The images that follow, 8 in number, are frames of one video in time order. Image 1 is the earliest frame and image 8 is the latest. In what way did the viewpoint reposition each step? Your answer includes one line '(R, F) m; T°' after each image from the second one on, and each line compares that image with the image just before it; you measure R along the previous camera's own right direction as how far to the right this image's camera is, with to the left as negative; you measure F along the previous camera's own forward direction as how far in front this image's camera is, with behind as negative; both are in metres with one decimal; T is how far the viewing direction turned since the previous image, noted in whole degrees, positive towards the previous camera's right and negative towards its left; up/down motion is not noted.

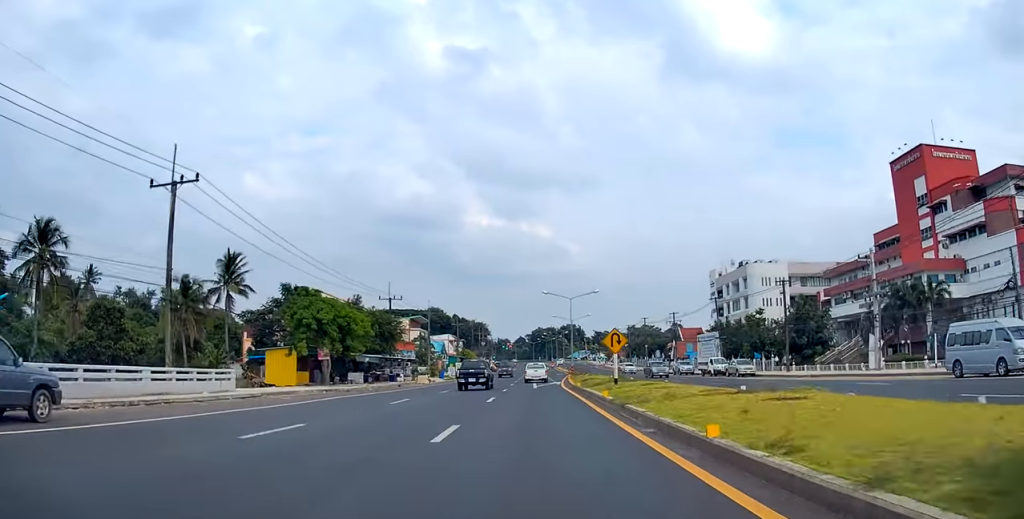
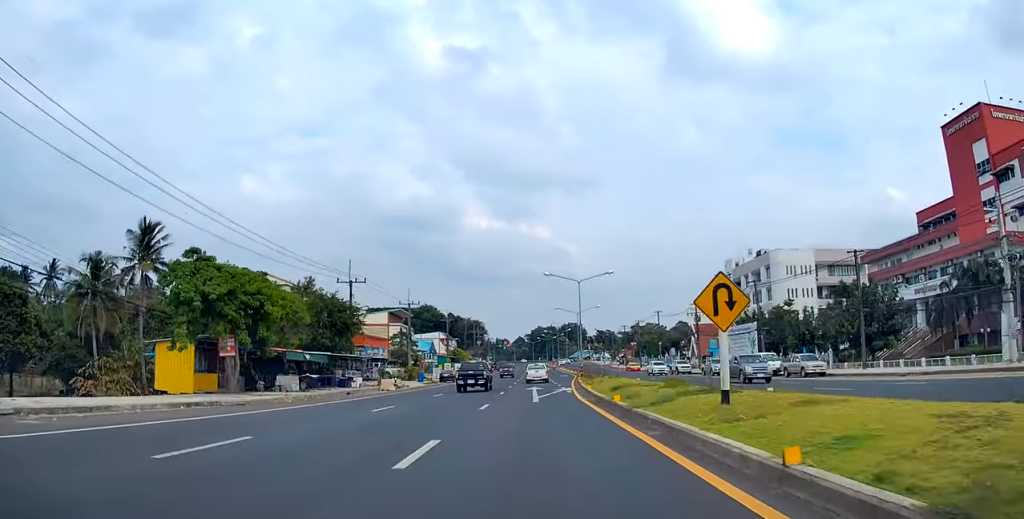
(0.0, +14.7) m; 0°
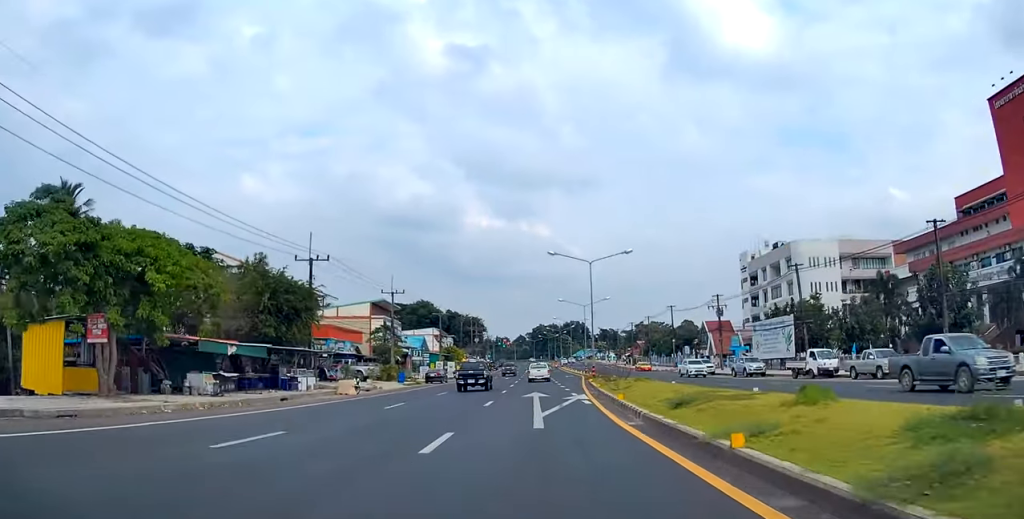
(0.0, +10.5) m; 0°
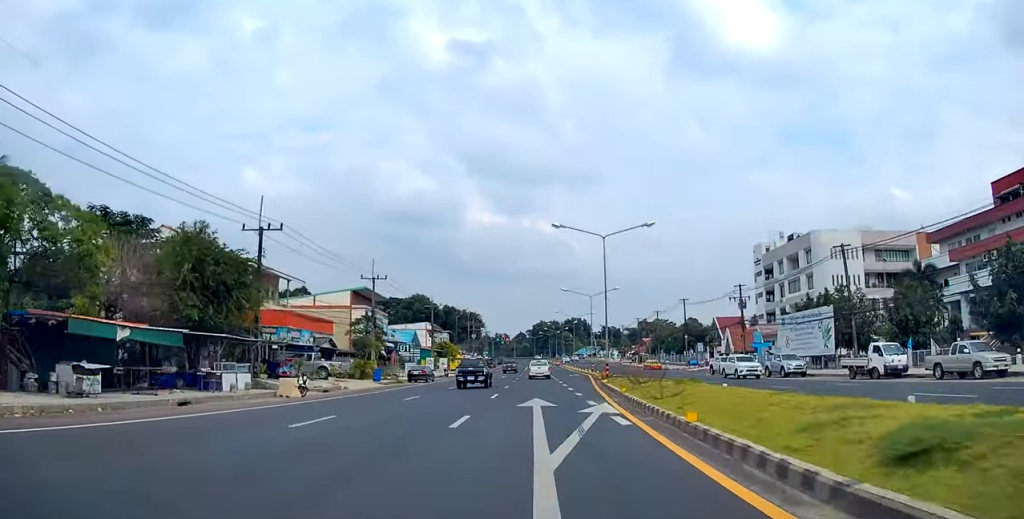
(0.0, +8.3) m; 0°
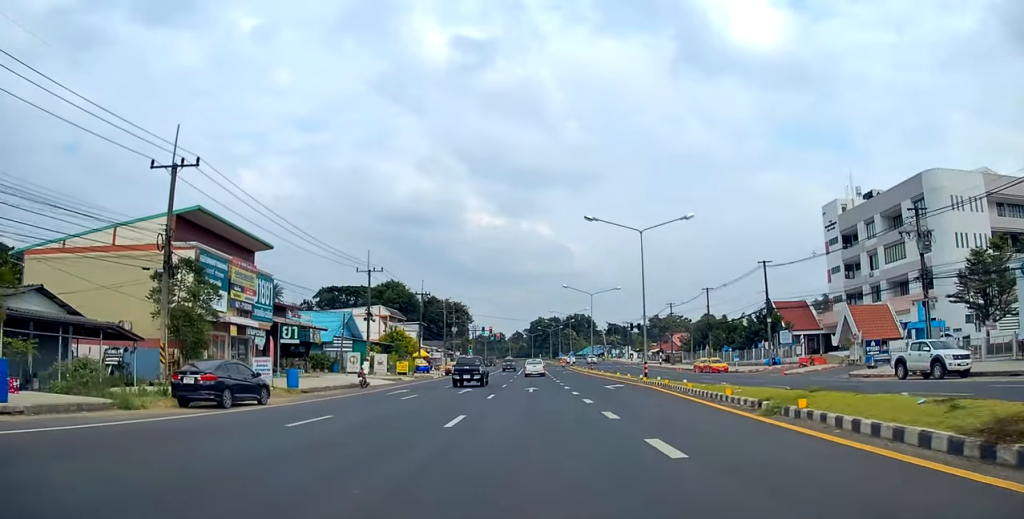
(-0.1, +35.0) m; 0°
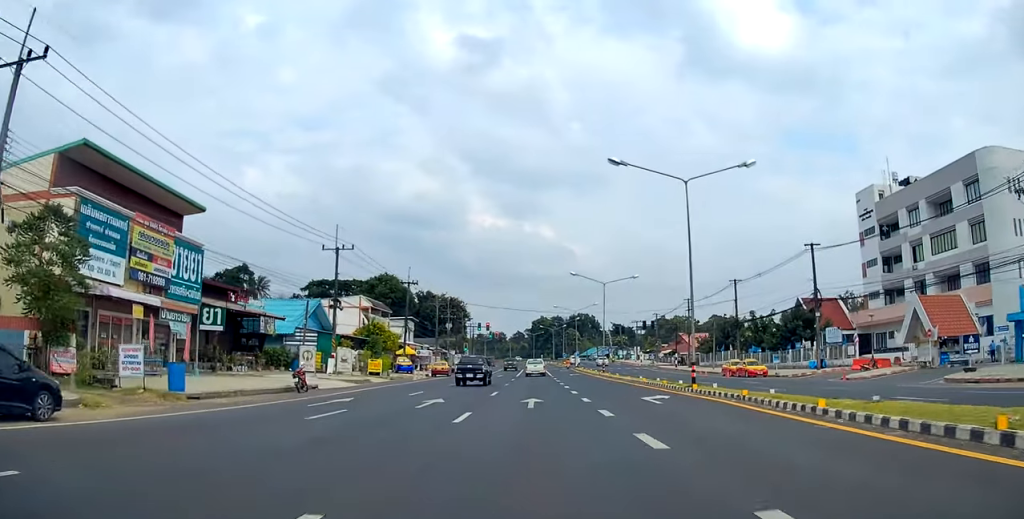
(0.0, +11.0) m; 0°
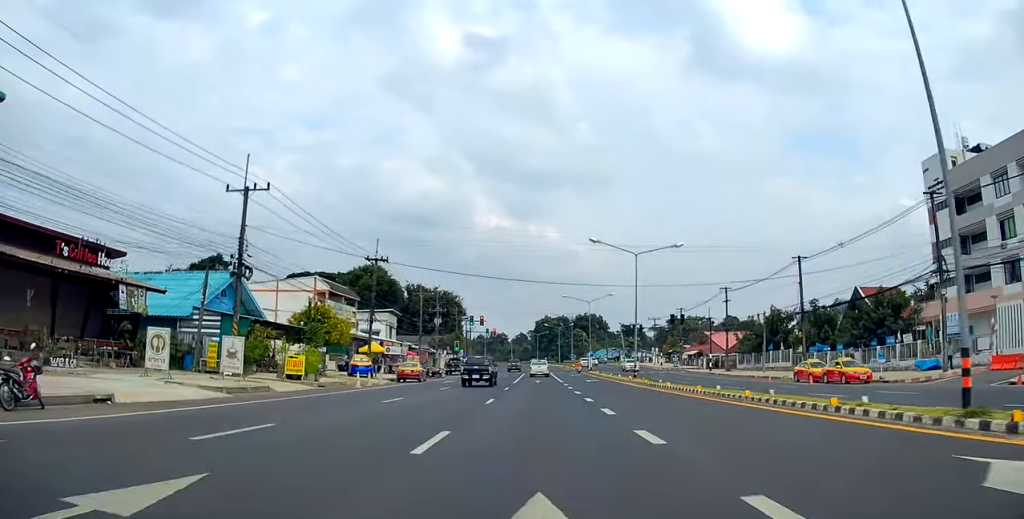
(+0.1, +17.0) m; 0°
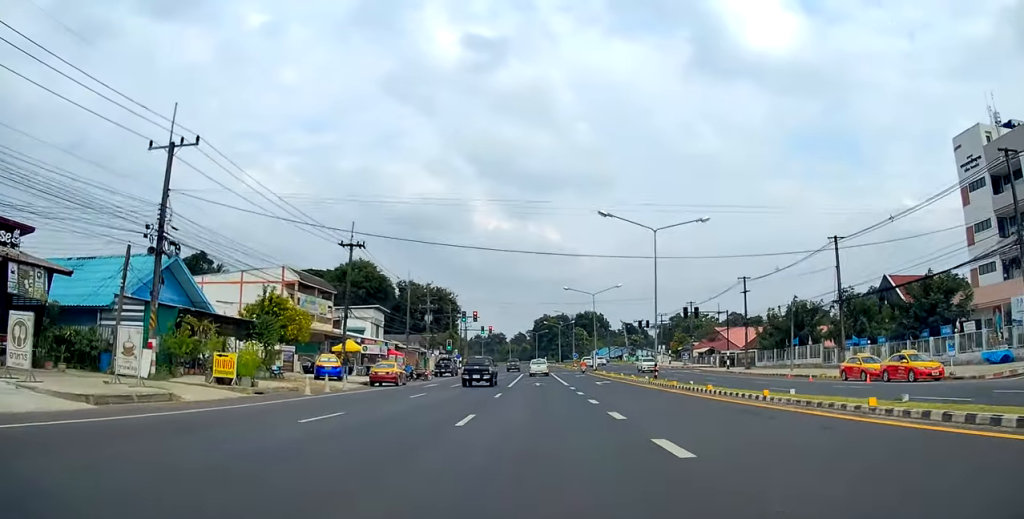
(0.0, +7.9) m; 0°
